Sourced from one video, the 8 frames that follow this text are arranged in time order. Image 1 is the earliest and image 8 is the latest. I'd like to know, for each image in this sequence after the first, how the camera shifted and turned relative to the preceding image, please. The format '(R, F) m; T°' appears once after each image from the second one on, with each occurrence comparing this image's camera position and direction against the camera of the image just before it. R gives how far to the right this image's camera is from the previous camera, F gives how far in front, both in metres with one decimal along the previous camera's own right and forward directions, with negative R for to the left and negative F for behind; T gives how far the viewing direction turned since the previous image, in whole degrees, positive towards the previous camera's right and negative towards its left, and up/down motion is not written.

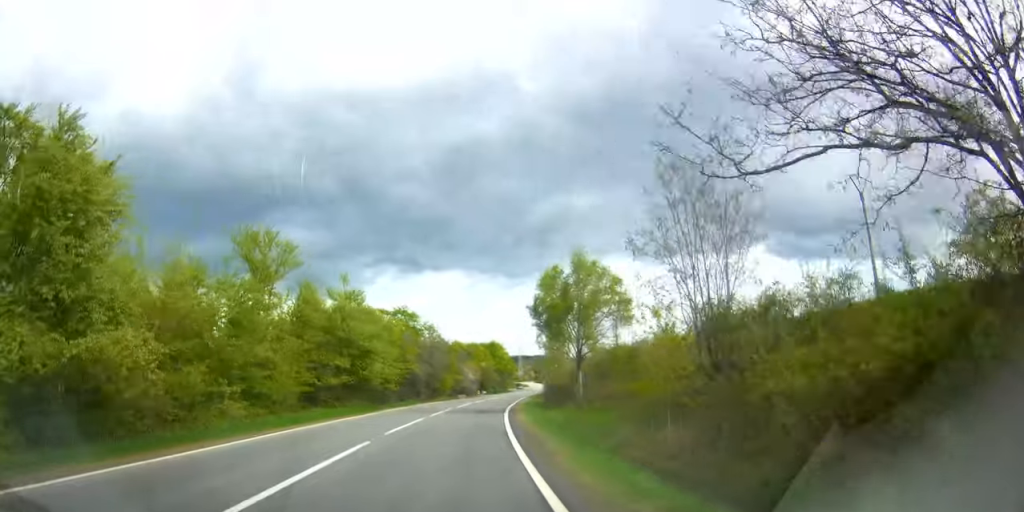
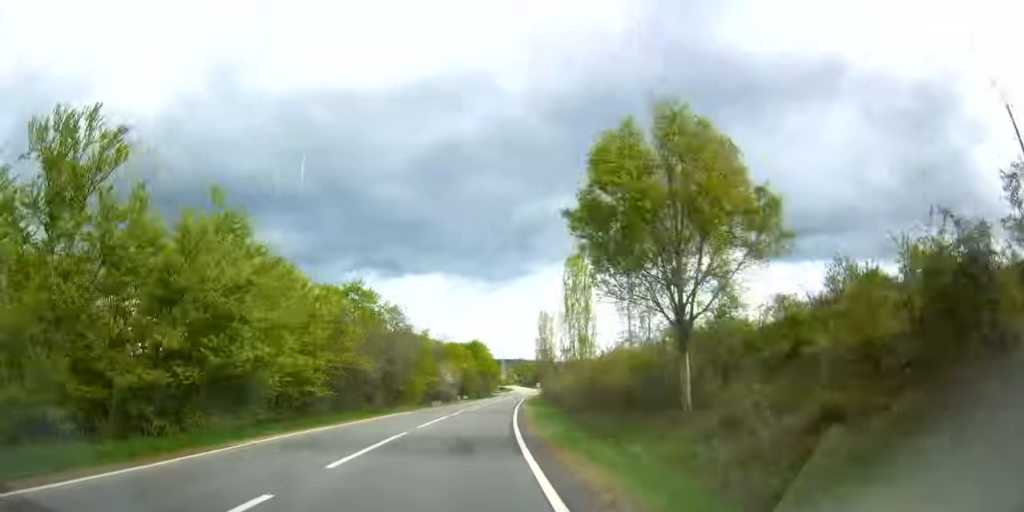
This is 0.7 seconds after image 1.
(-0.2, +19.3) m; 0°
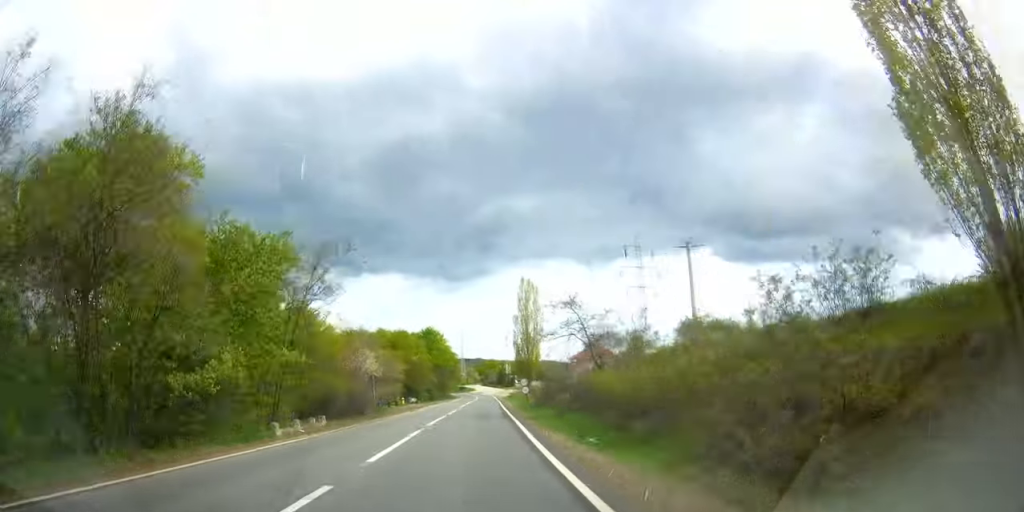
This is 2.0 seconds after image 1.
(+0.6, +37.2) m; +2°
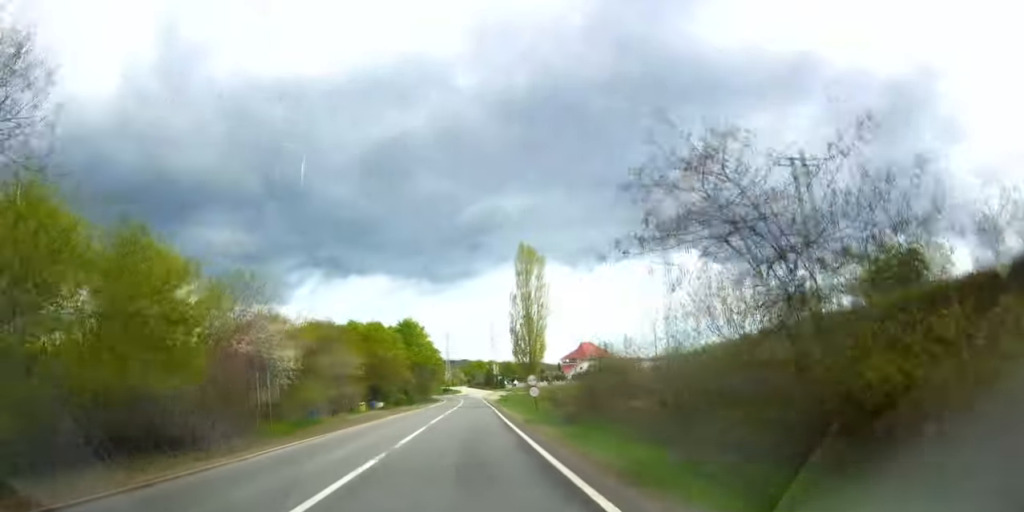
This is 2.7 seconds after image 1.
(+0.1, +20.9) m; +2°
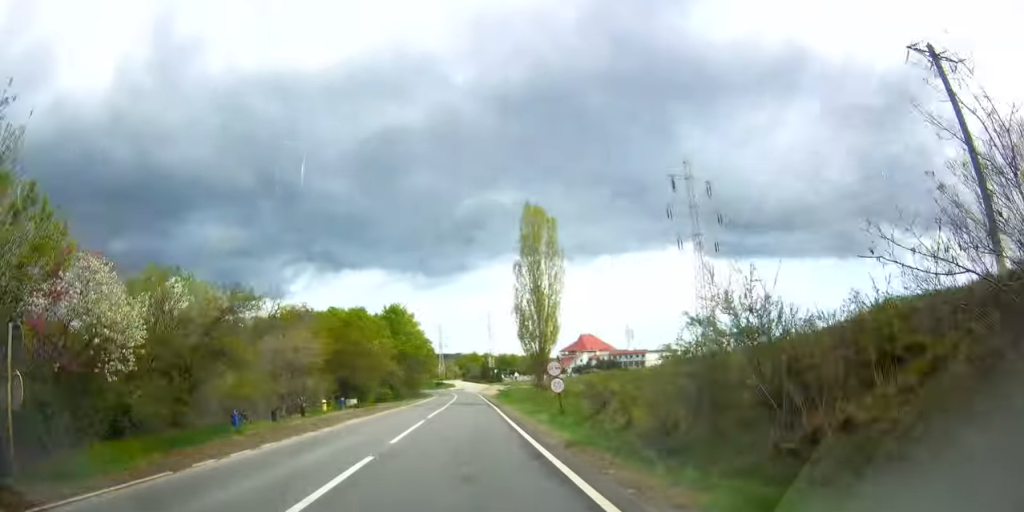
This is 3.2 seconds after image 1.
(+0.4, +13.9) m; +1°
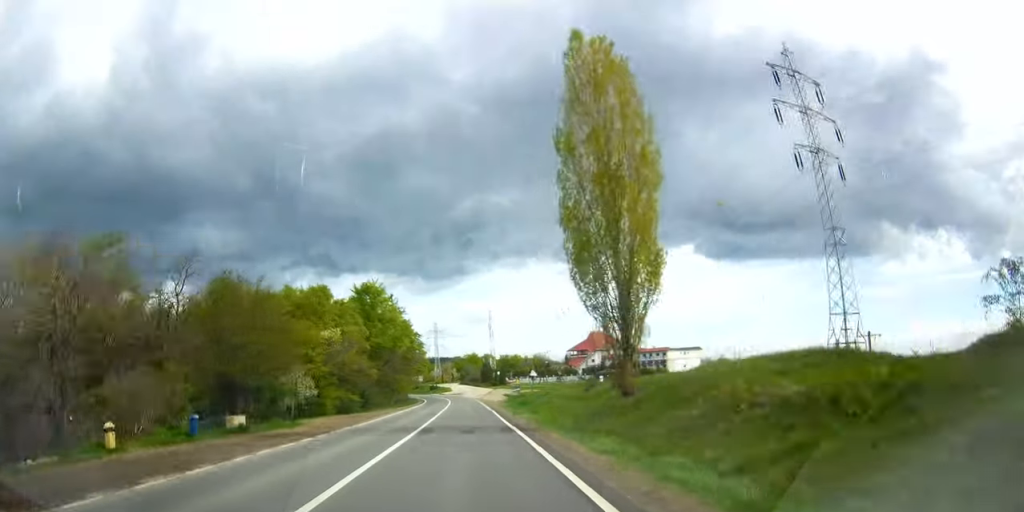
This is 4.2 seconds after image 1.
(+0.7, +29.1) m; +1°
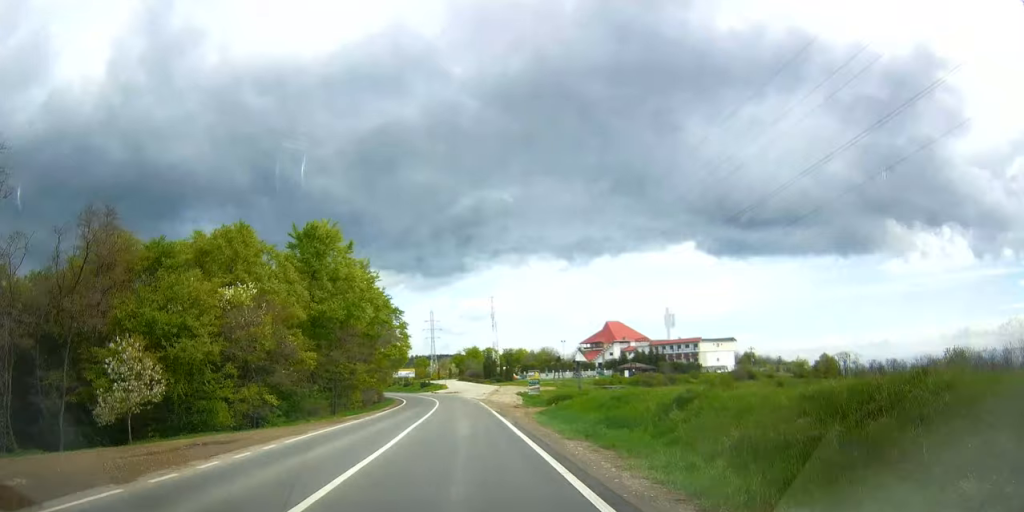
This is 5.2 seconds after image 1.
(+0.2, +31.6) m; +1°
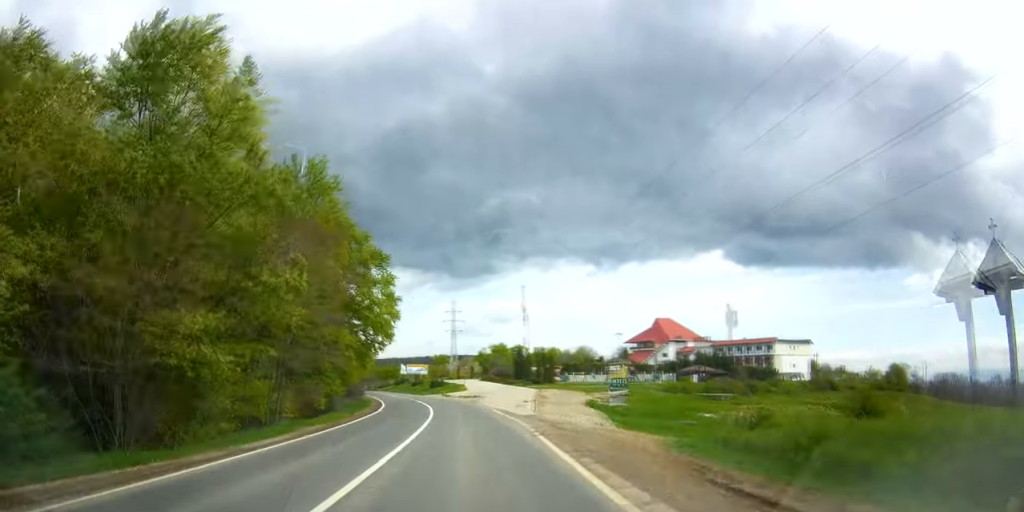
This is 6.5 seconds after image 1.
(+0.6, +36.7) m; +1°
